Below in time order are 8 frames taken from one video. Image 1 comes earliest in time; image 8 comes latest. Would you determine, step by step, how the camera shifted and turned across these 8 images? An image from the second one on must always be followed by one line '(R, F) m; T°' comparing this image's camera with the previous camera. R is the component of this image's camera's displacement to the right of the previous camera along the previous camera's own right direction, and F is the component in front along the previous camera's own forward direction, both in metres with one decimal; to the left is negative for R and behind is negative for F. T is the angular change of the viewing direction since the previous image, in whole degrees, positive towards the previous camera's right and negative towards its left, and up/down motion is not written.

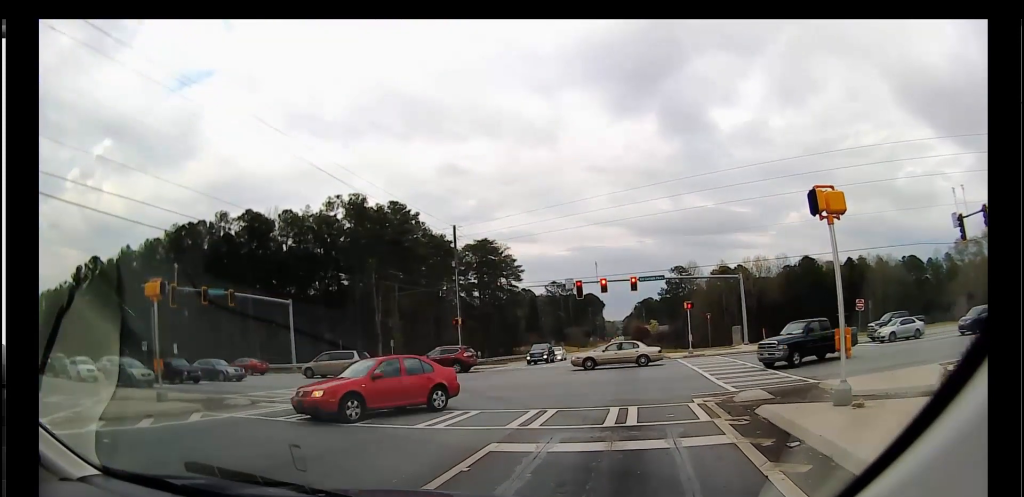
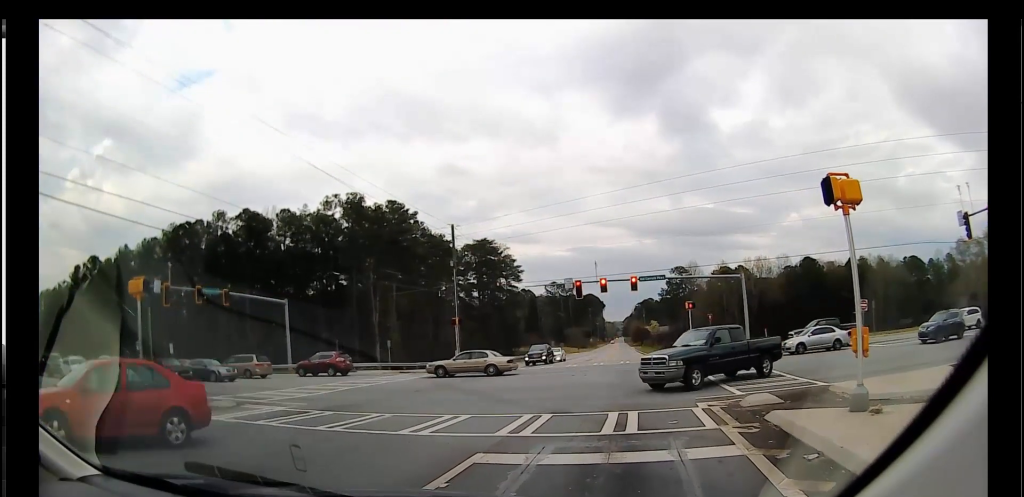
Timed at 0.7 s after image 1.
(+0.1, +1.1) m; 0°
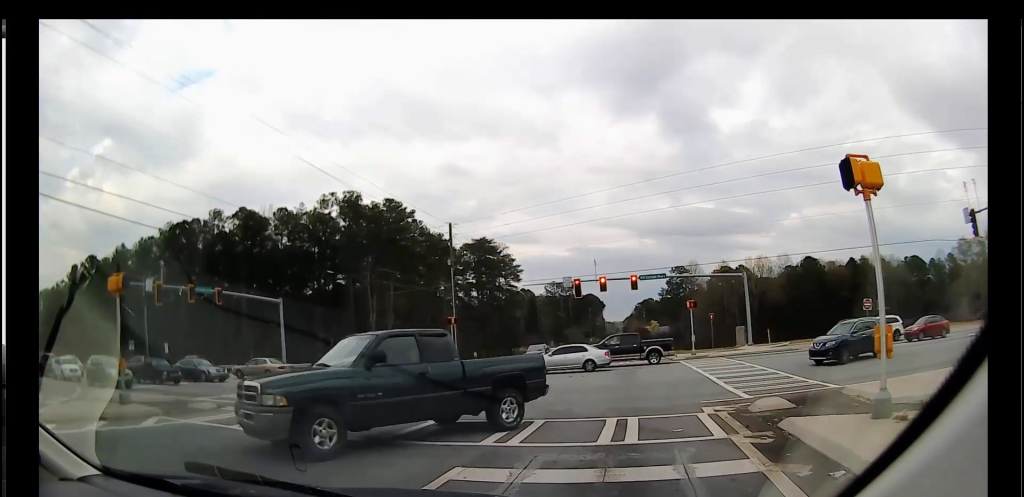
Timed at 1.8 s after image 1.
(-0.2, +0.7) m; 0°
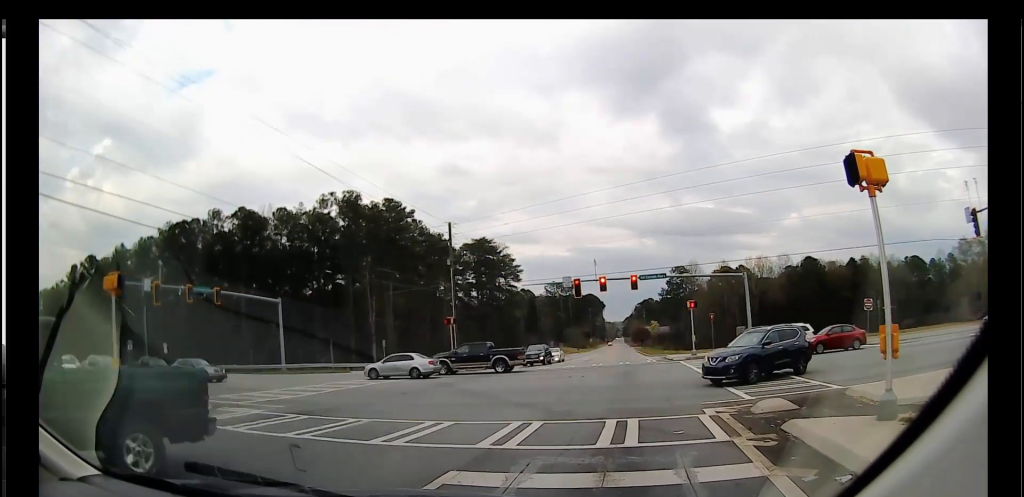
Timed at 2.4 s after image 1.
(+0.1, +0.1) m; 0°
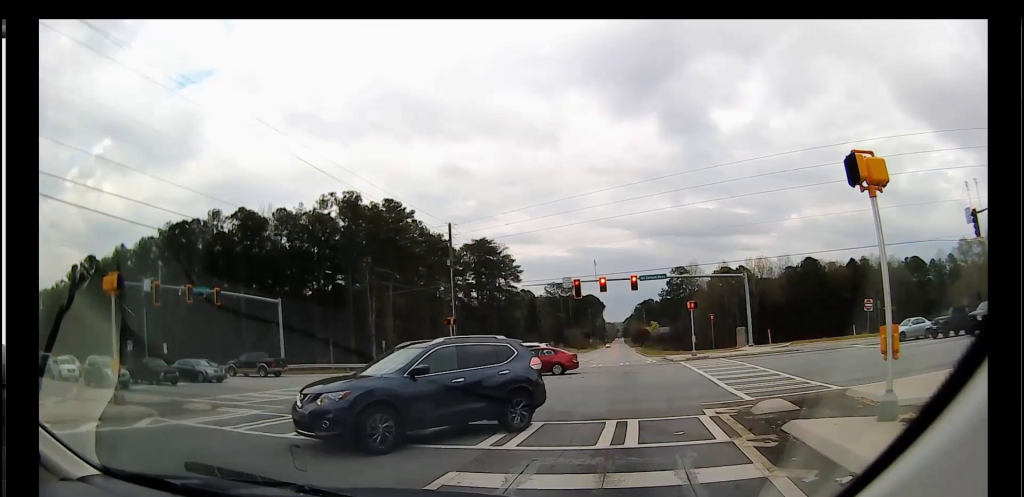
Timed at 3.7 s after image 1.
(+0.2, 0.0) m; 0°
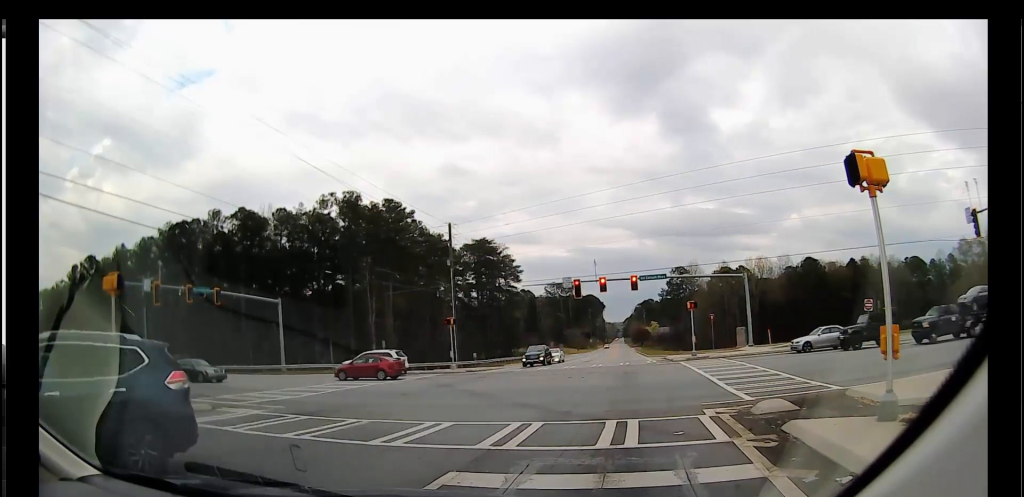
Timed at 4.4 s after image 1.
(0.0, 0.0) m; 0°
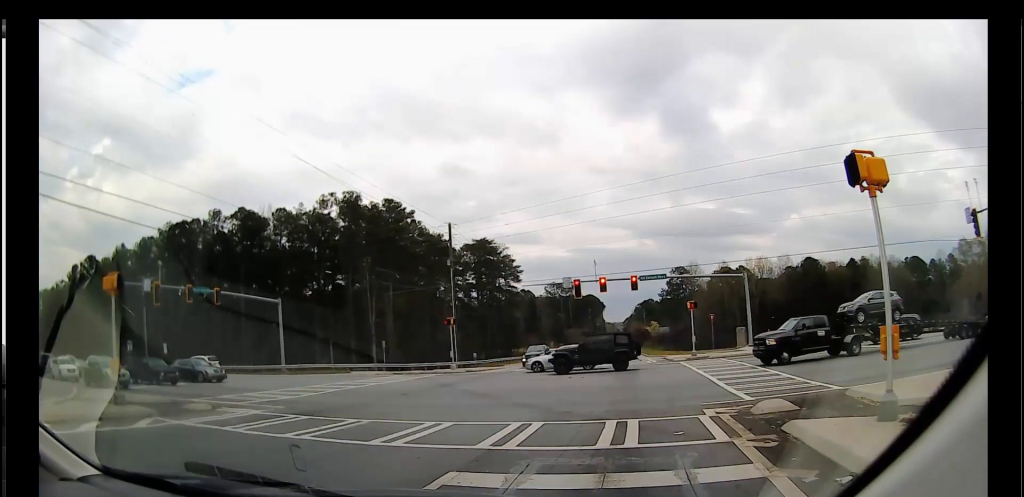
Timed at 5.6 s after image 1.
(0.0, 0.0) m; 0°
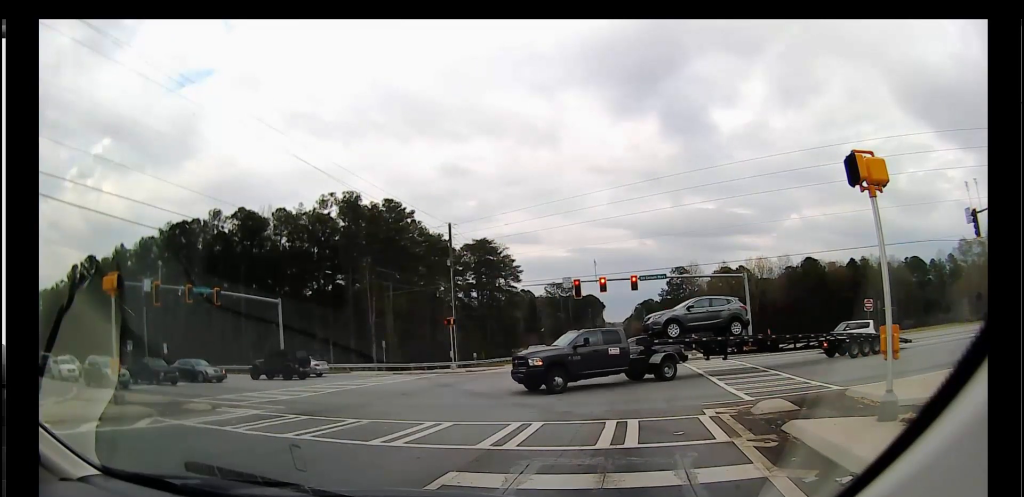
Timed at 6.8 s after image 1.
(0.0, 0.0) m; 0°
